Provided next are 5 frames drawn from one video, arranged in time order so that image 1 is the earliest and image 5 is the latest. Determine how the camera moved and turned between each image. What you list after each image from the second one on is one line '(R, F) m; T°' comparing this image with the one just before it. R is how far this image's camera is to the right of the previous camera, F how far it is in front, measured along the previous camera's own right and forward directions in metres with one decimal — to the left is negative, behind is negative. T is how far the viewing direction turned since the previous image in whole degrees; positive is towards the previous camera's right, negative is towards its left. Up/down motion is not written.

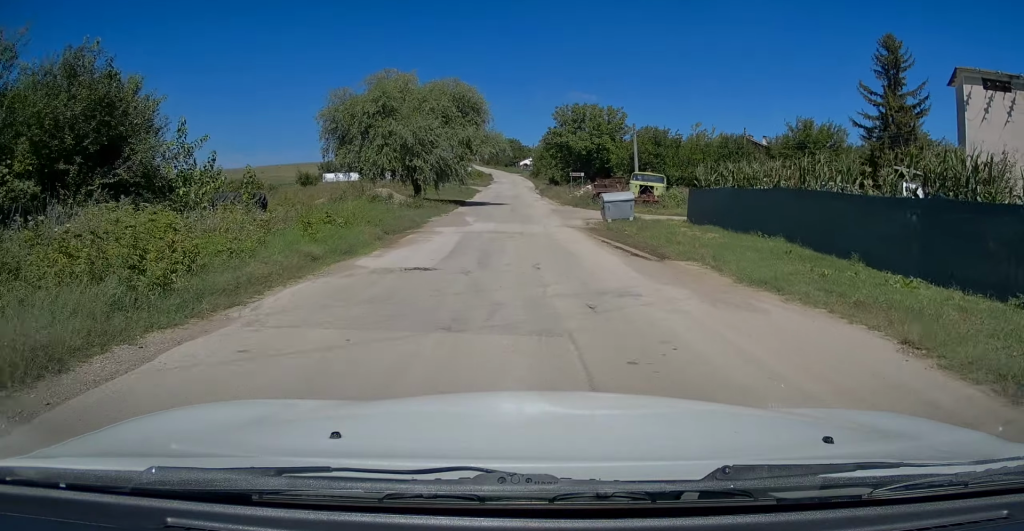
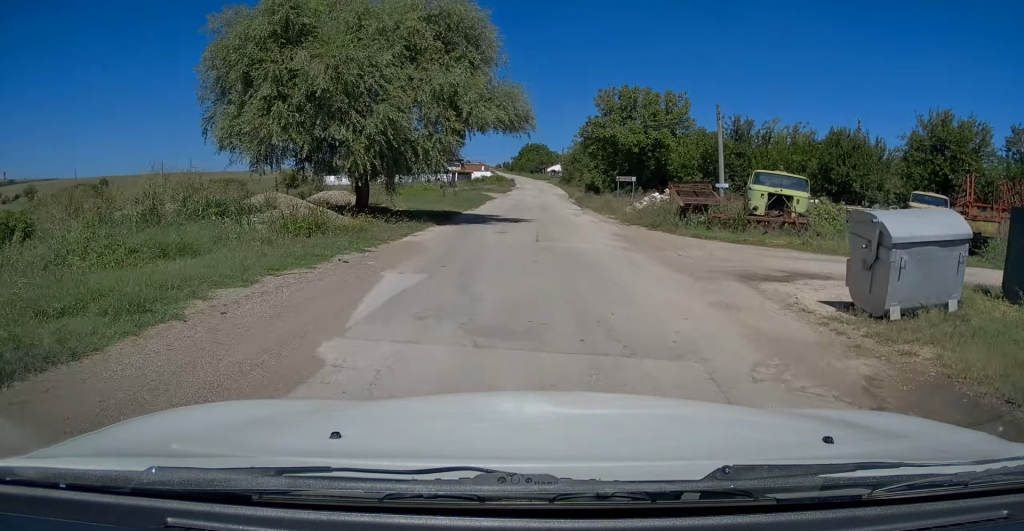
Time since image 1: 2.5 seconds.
(-0.6, +19.0) m; -3°
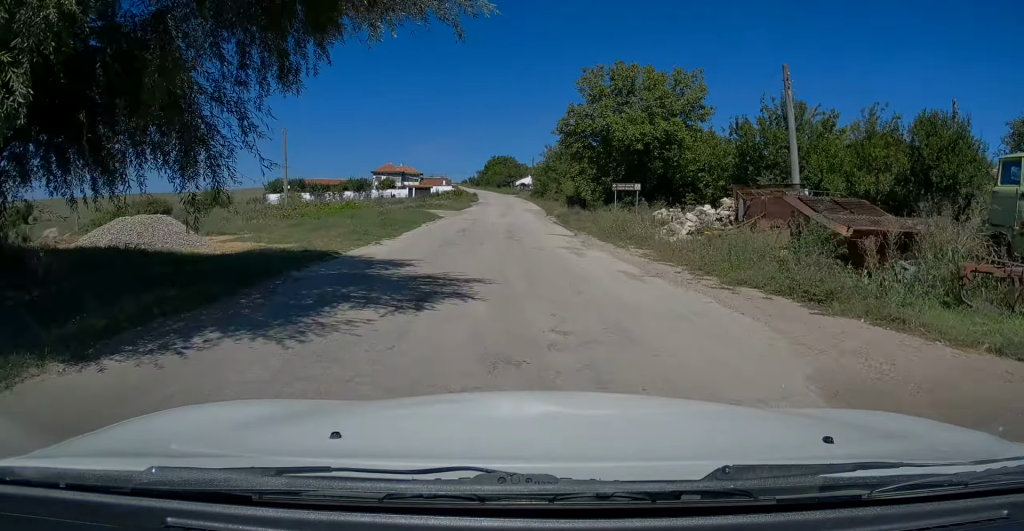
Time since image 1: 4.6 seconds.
(+0.3, +15.5) m; +2°
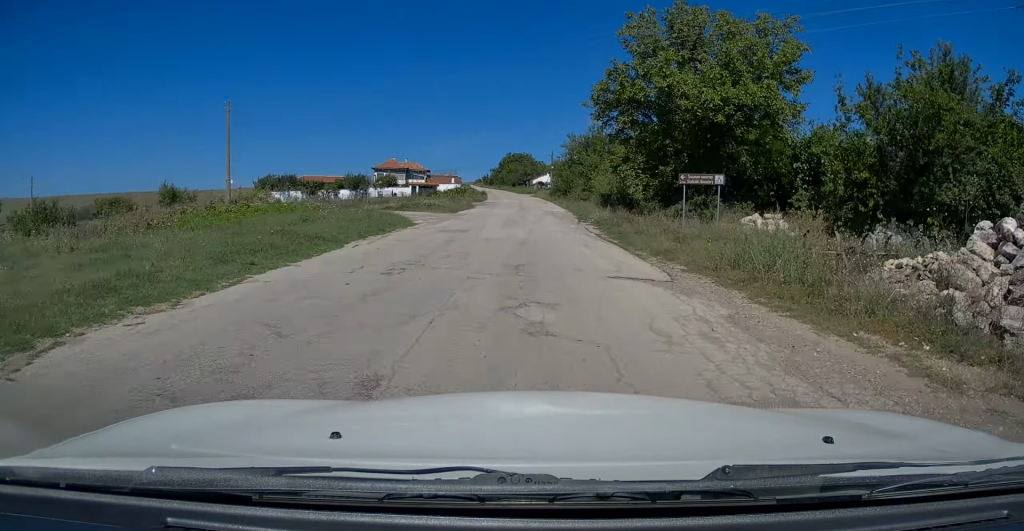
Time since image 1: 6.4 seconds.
(0.0, +13.6) m; 0°
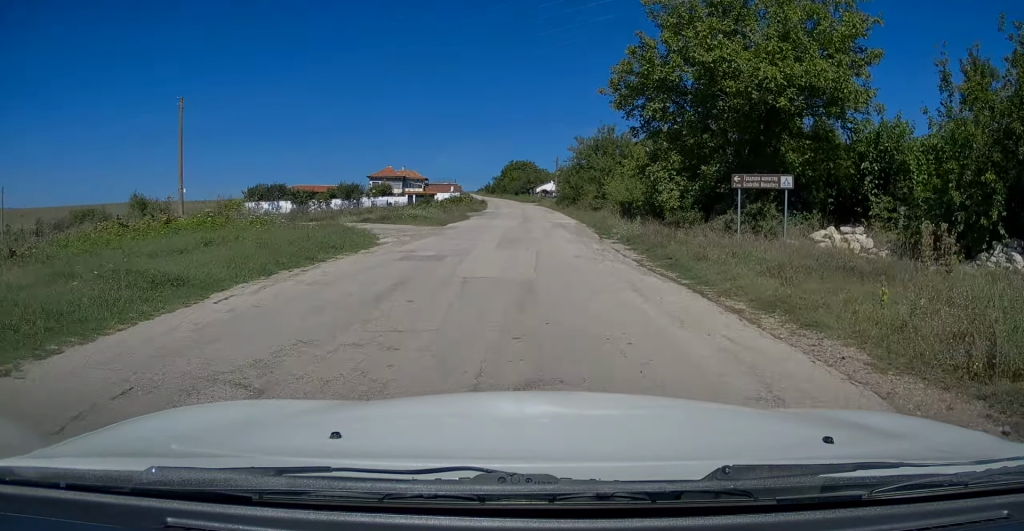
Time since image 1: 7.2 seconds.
(0.0, +6.5) m; 0°
